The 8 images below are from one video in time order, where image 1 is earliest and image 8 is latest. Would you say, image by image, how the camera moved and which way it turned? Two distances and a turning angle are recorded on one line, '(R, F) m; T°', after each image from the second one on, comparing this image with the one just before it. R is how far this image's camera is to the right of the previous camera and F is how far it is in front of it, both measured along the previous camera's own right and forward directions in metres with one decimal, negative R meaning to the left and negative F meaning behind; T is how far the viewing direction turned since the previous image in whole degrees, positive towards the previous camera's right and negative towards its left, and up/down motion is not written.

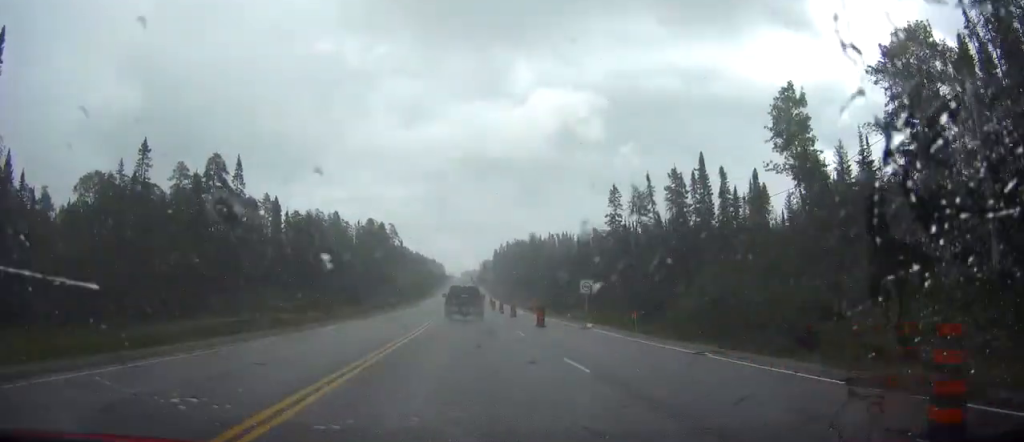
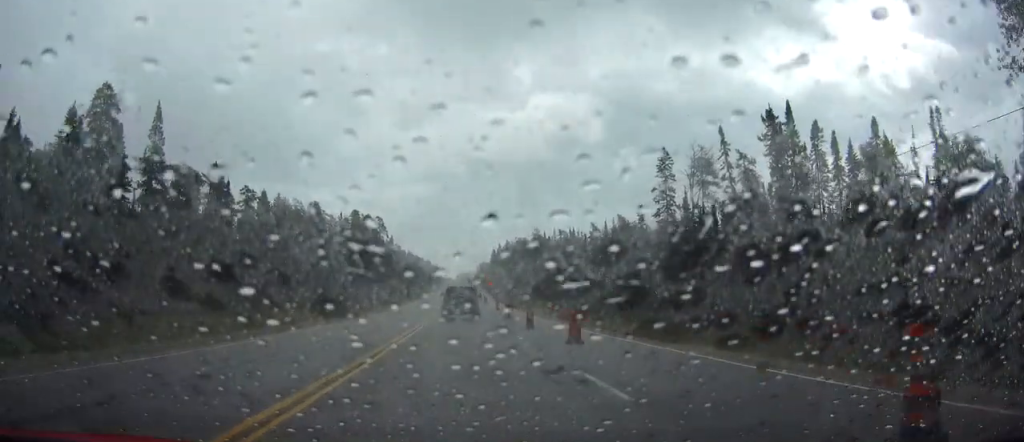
(0.0, +28.1) m; 0°
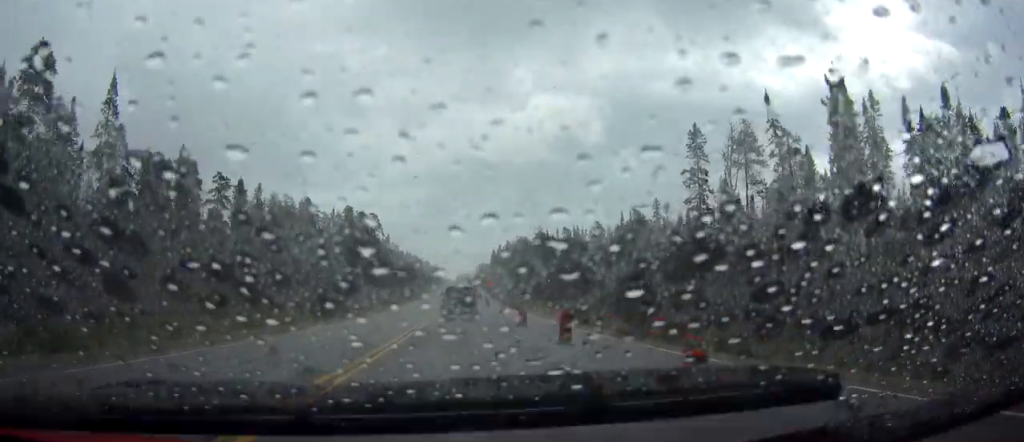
(+0.1, +11.0) m; 0°
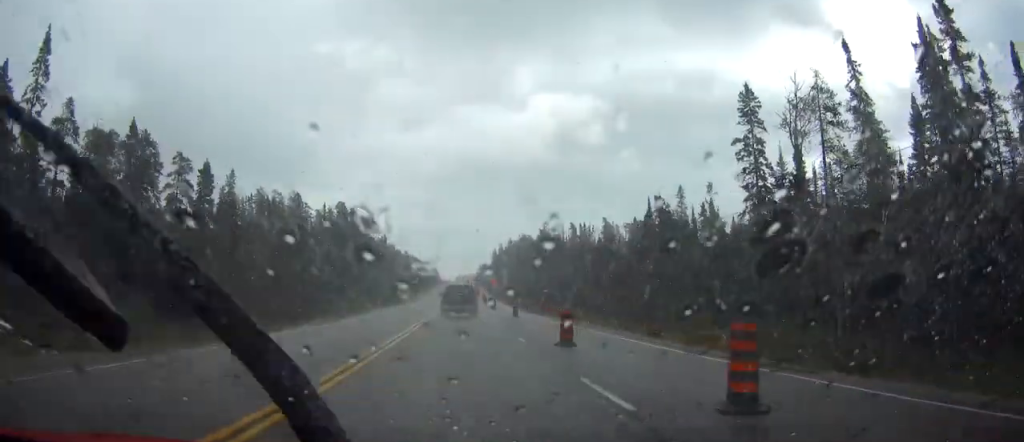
(0.0, +13.1) m; 0°
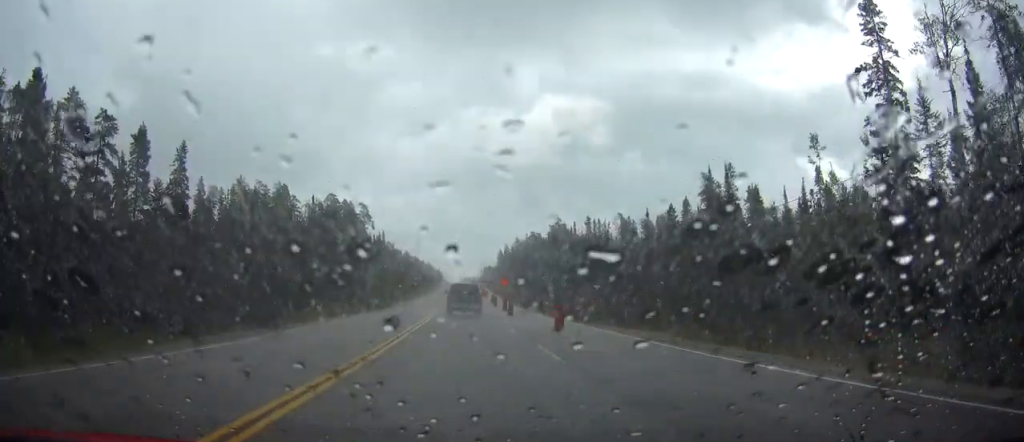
(0.0, +18.6) m; 0°
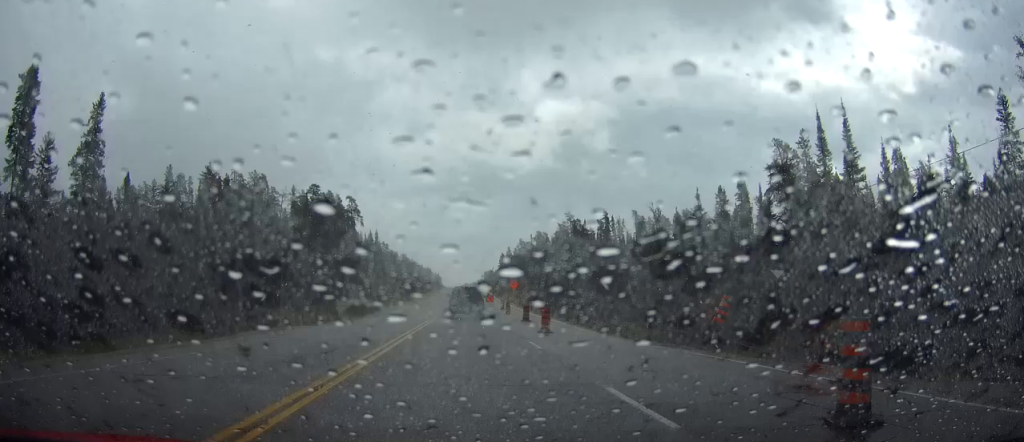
(0.0, +19.9) m; 0°
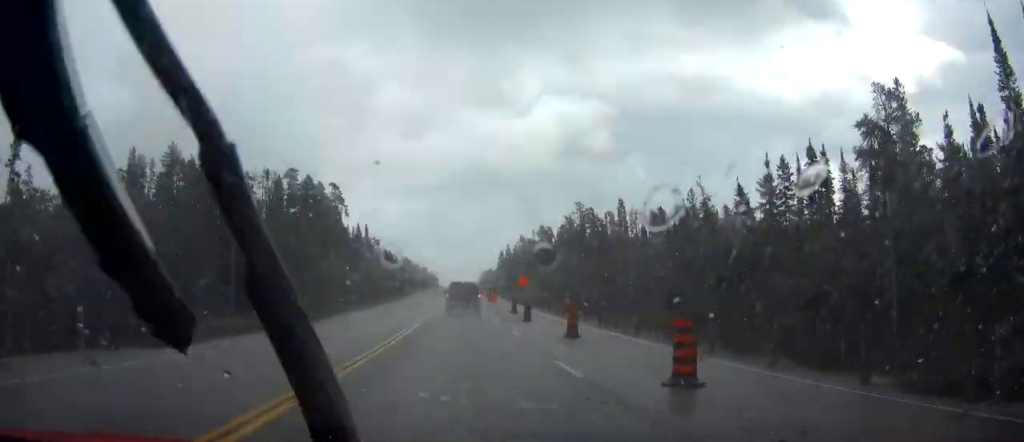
(+0.1, +17.7) m; 0°
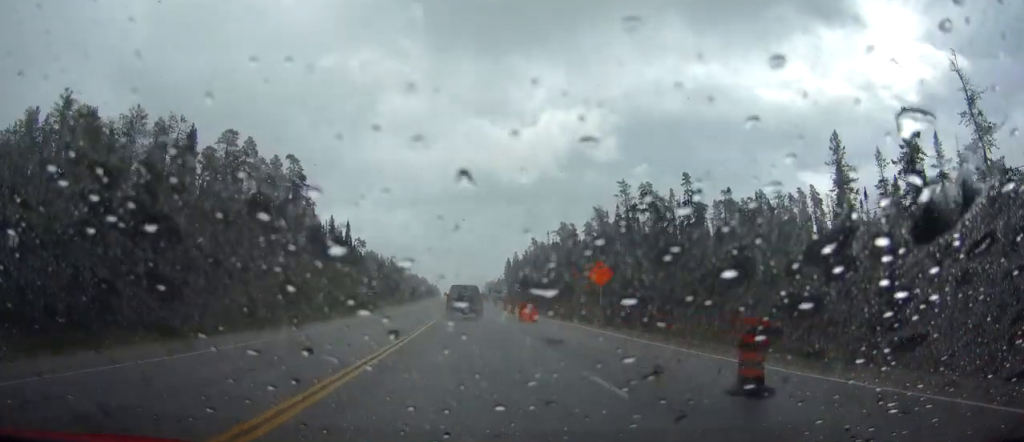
(-0.1, +37.9) m; 0°
